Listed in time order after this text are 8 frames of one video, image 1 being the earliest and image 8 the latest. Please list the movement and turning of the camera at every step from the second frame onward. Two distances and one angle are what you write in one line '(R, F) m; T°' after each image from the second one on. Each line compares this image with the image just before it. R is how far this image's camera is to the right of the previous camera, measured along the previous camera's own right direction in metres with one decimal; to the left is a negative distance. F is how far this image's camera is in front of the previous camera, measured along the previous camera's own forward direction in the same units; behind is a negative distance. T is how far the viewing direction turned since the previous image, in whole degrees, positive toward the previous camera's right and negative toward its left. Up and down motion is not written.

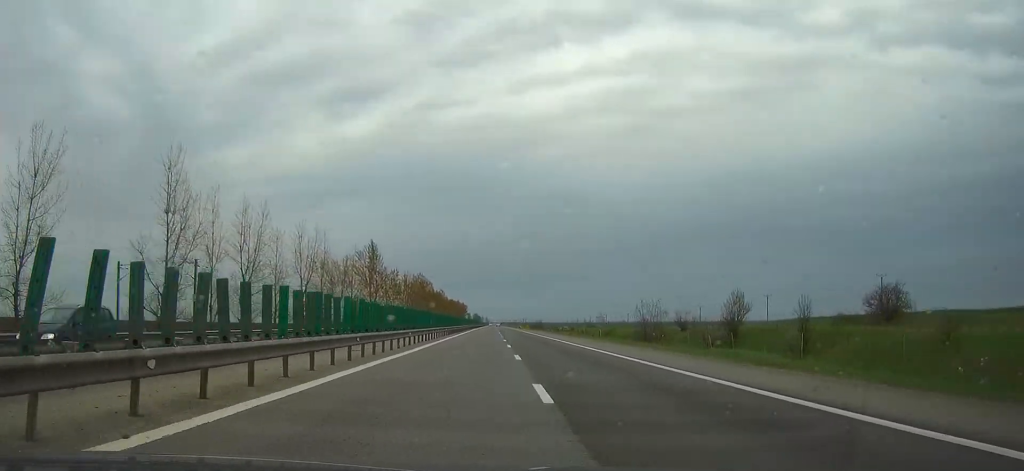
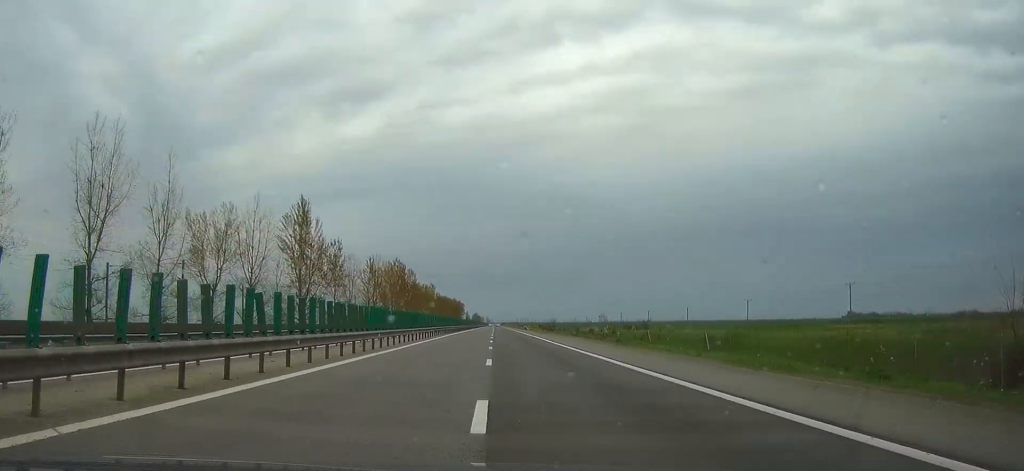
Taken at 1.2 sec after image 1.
(+0.1, +51.0) m; 0°
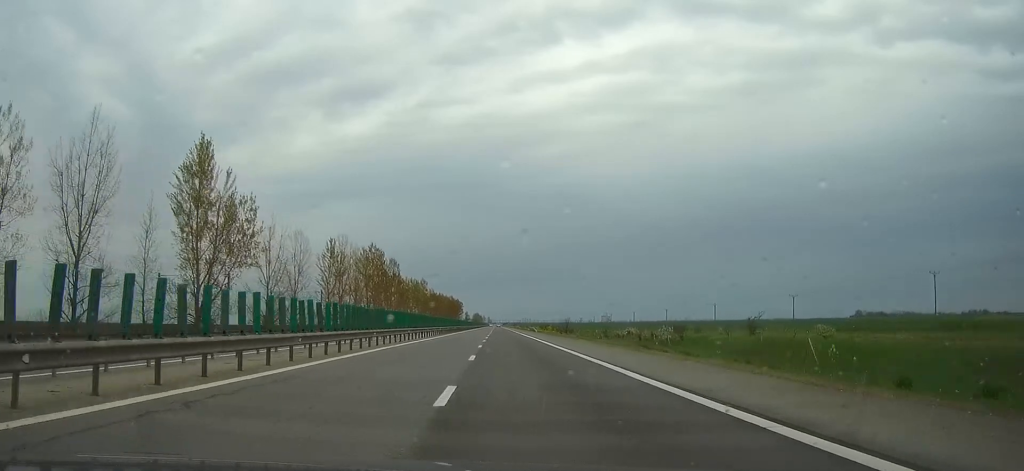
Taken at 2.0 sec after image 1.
(0.0, +33.9) m; 0°
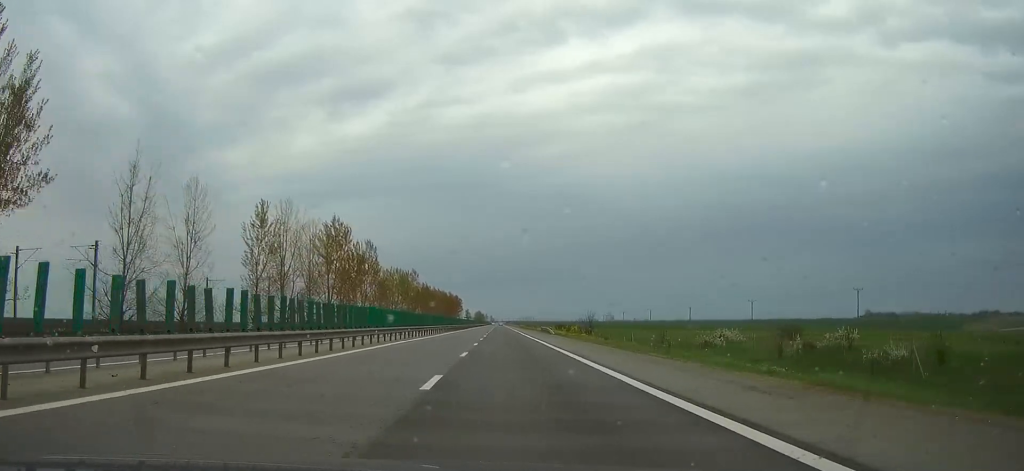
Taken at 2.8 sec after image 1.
(0.0, +34.0) m; 0°
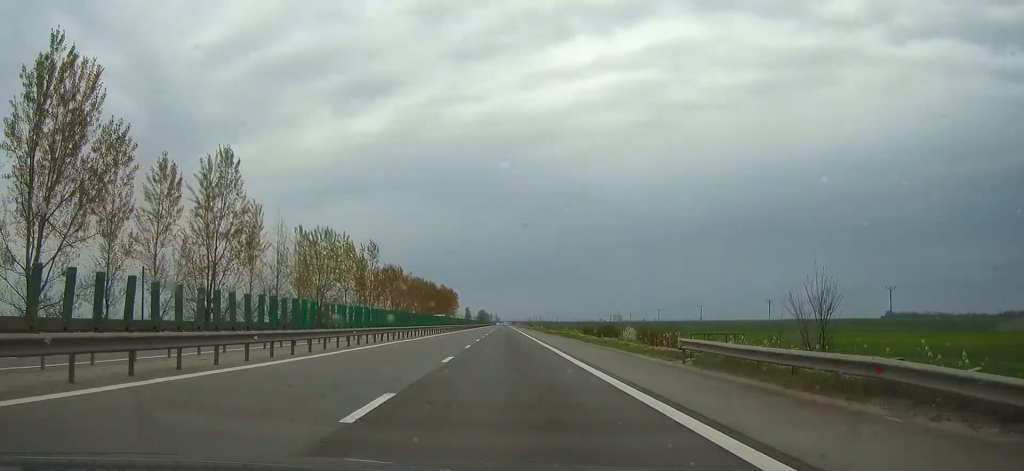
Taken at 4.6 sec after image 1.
(-0.5, +78.9) m; -1°
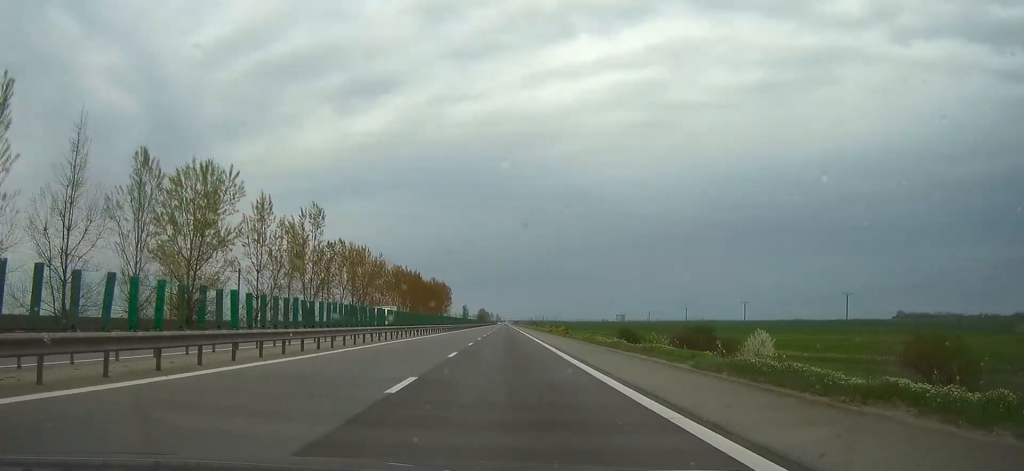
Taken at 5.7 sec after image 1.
(-0.1, +49.7) m; 0°
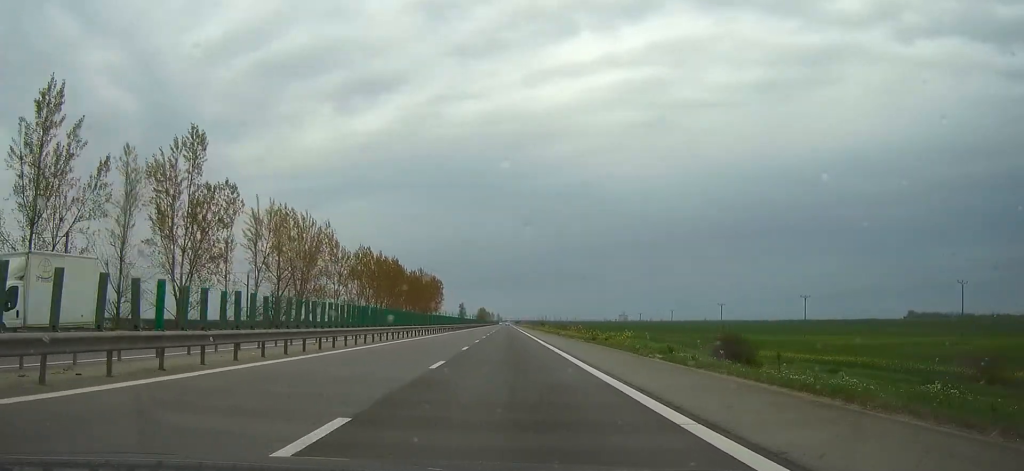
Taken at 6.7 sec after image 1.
(0.0, +48.2) m; 0°
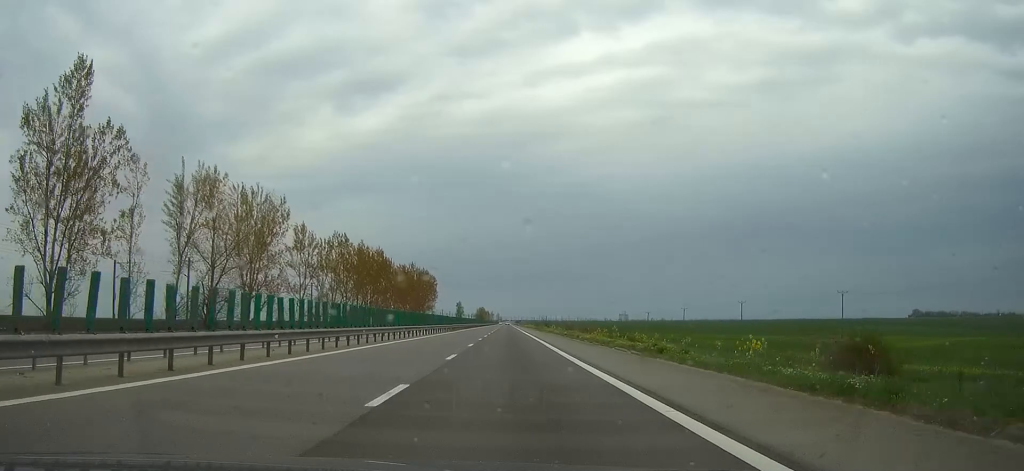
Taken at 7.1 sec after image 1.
(0.0, +22.8) m; 0°
